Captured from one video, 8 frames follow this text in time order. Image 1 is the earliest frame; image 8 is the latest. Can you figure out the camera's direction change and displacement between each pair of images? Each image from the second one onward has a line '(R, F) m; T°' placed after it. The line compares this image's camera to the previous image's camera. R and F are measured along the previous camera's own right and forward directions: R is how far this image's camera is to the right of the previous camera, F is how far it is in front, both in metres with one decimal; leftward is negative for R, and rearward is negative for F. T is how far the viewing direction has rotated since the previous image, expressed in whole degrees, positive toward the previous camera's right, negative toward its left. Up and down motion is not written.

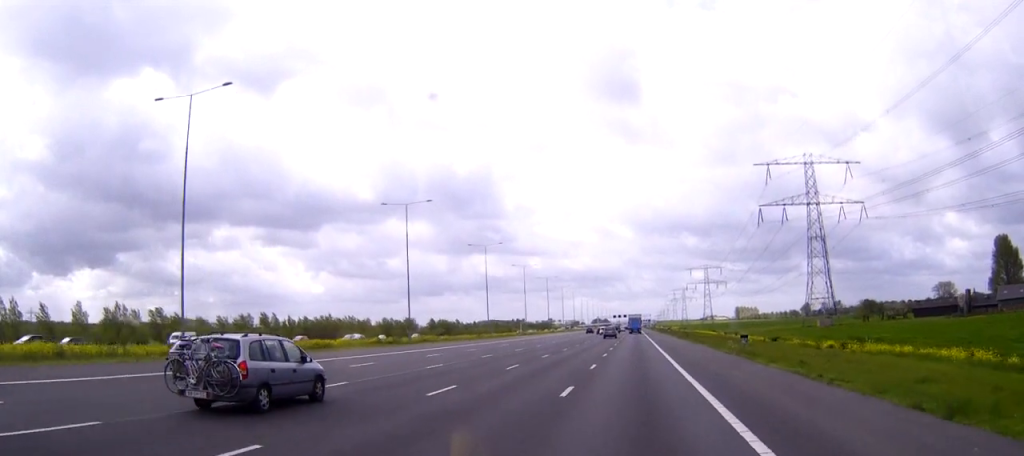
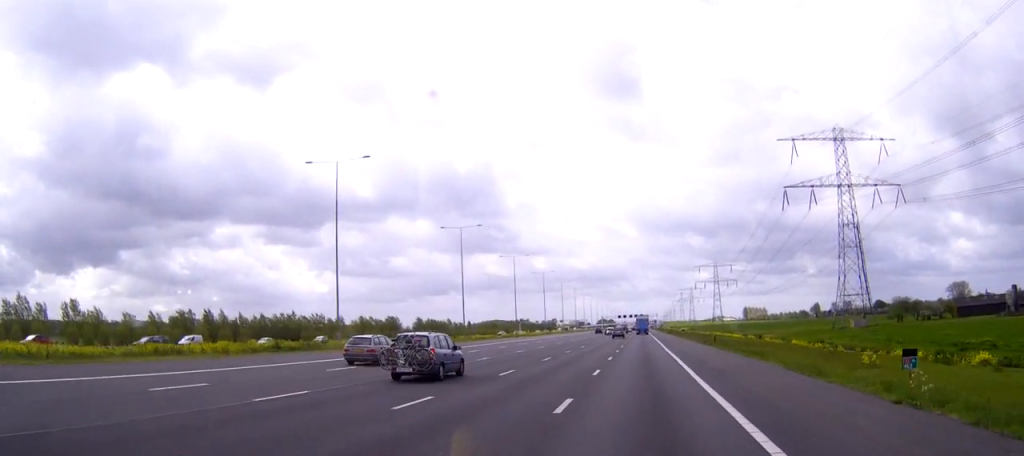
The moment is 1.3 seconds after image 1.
(-0.1, +27.4) m; 0°
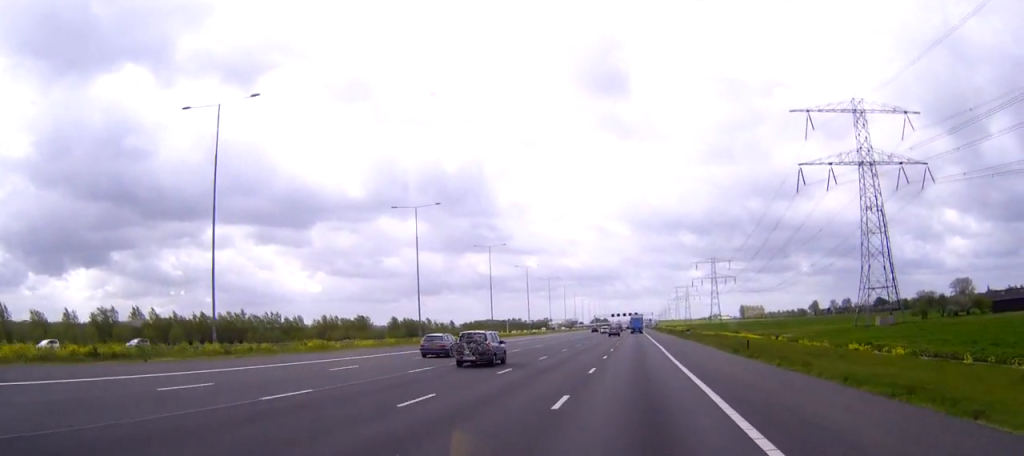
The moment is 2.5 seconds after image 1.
(0.0, +23.5) m; 0°
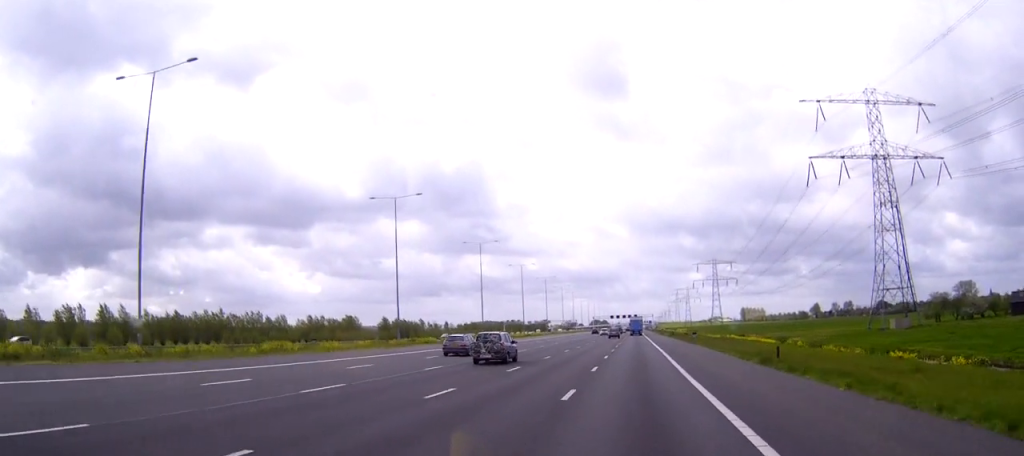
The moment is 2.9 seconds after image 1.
(0.0, +9.7) m; 0°
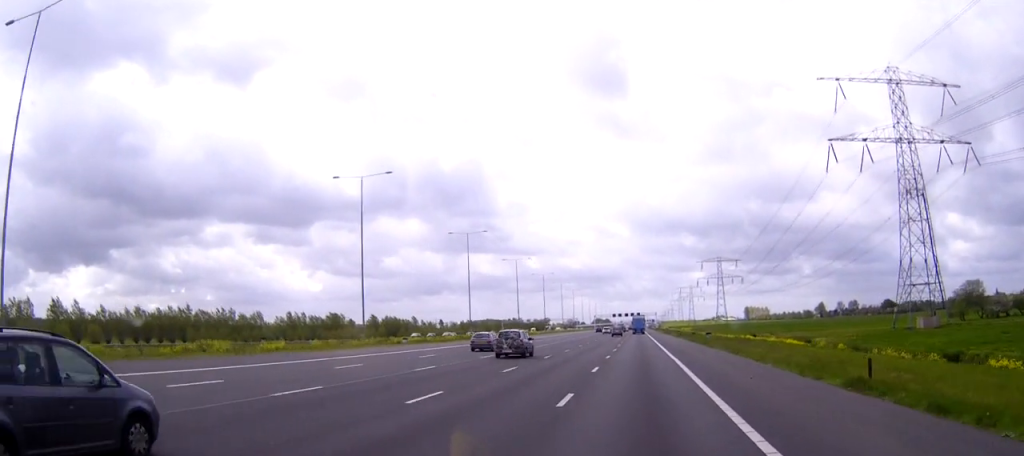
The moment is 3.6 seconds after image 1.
(0.0, +13.8) m; 0°
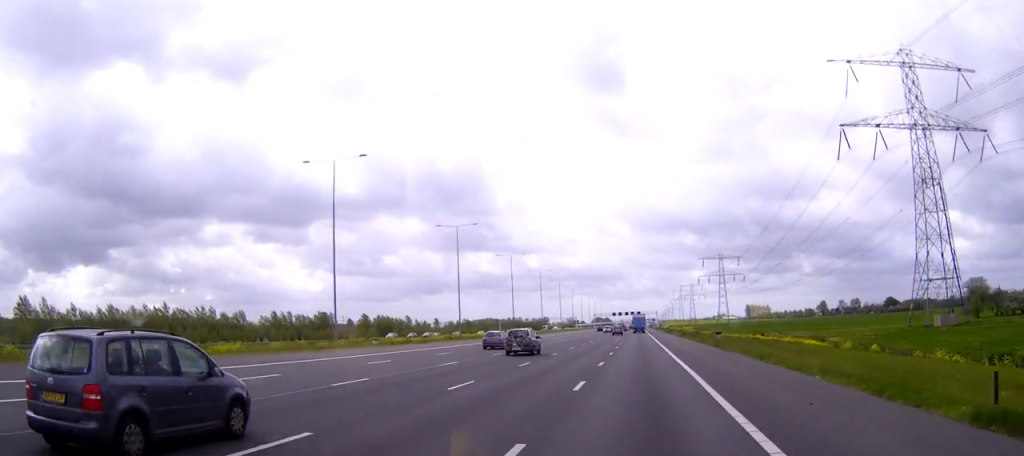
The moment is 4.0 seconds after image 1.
(0.0, +8.3) m; 0°
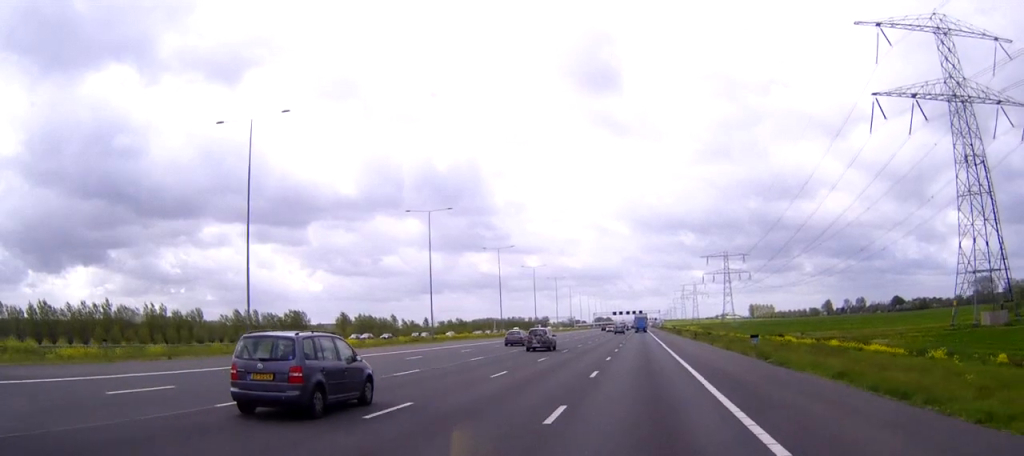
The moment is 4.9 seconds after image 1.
(0.0, +18.6) m; 0°
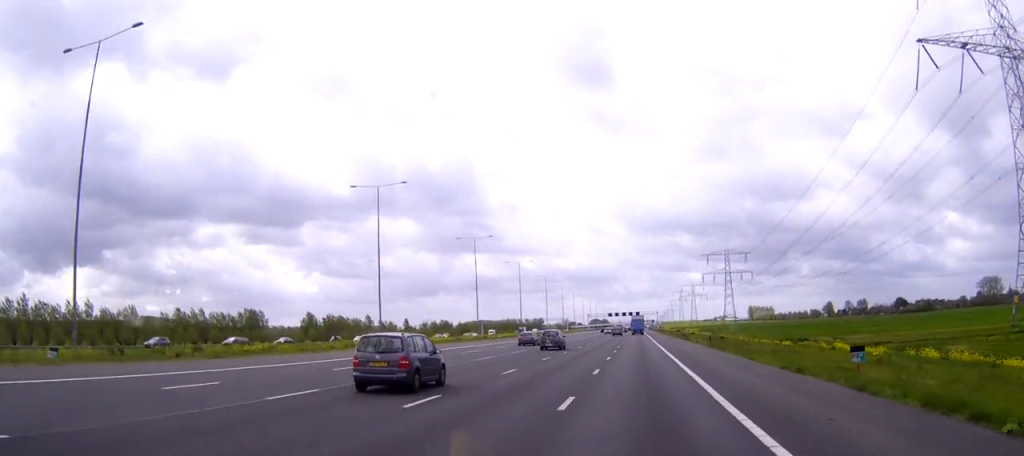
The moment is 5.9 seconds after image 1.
(0.0, +21.4) m; 0°
